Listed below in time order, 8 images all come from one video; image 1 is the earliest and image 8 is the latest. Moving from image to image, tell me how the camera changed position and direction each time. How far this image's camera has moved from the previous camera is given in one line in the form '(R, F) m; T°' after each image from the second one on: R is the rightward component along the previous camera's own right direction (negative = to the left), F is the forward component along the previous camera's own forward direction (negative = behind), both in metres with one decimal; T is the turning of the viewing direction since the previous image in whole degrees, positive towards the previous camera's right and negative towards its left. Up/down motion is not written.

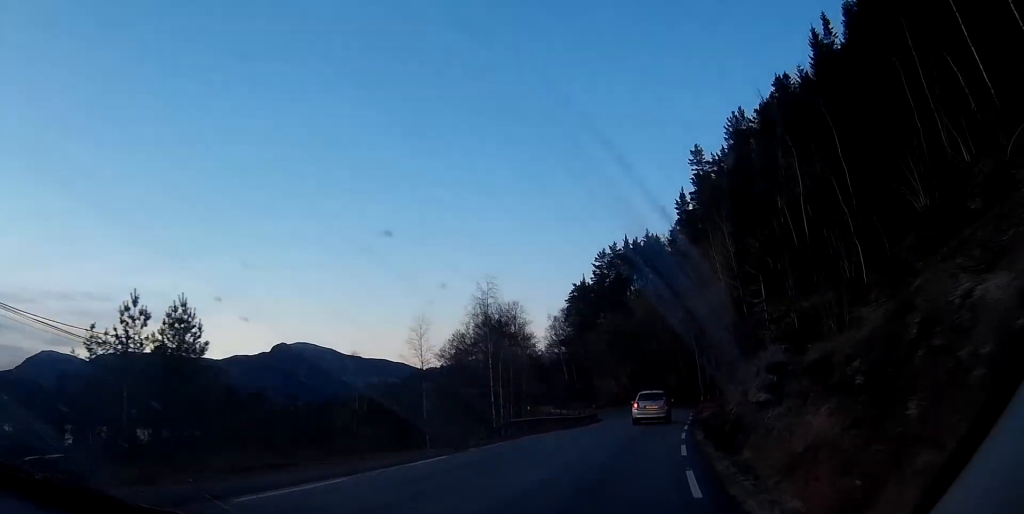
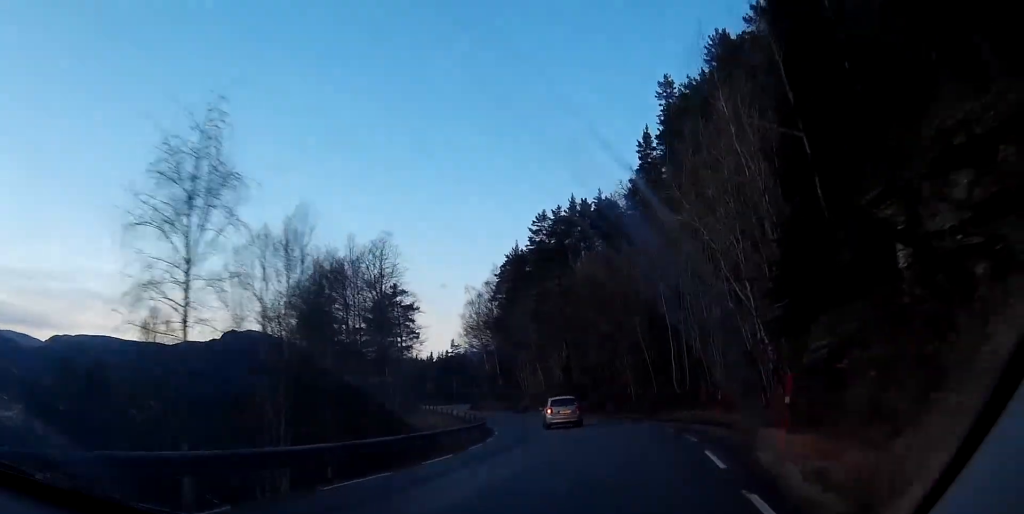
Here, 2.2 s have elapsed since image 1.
(+0.9, +33.9) m; +2°
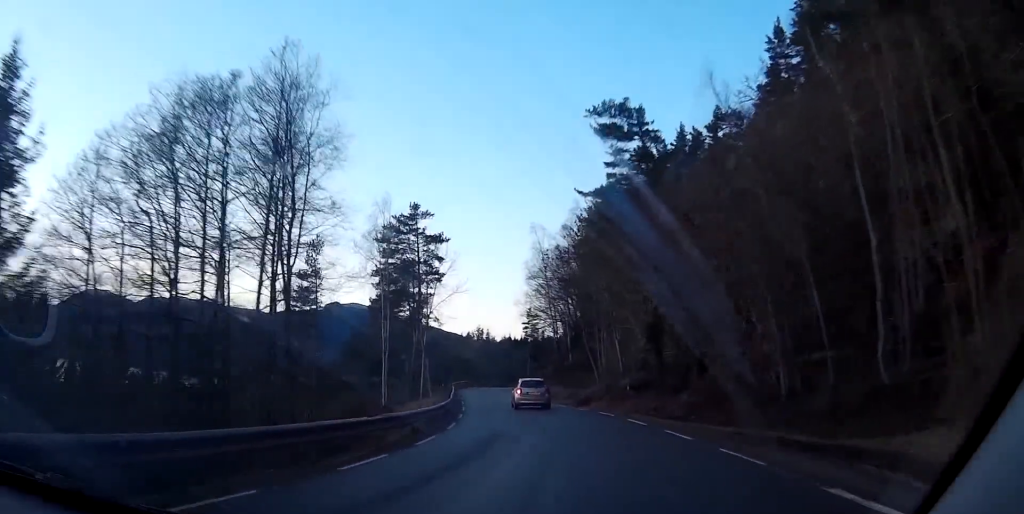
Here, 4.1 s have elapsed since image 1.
(-1.0, +31.0) m; -11°
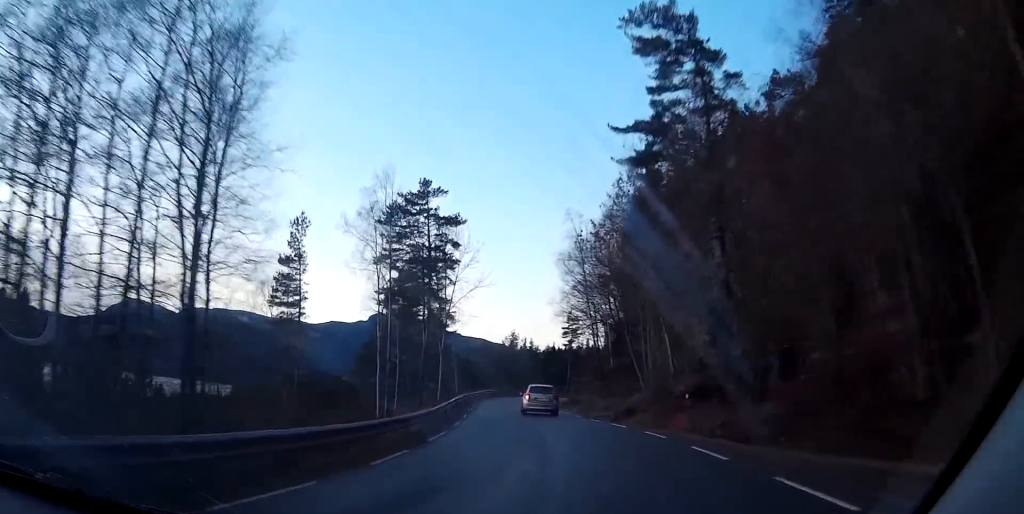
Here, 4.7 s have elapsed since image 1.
(-0.2, +10.3) m; -8°
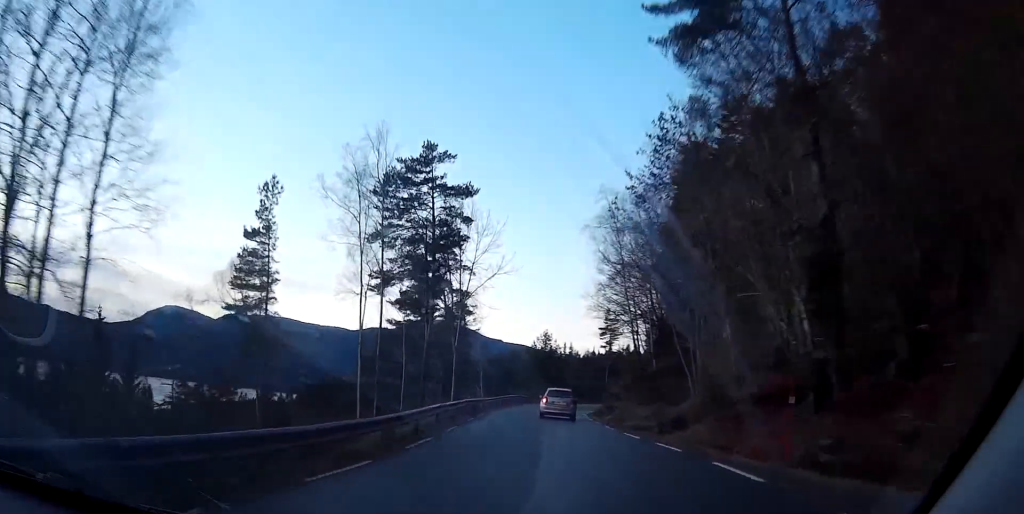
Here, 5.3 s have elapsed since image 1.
(-1.4, +9.4) m; +1°
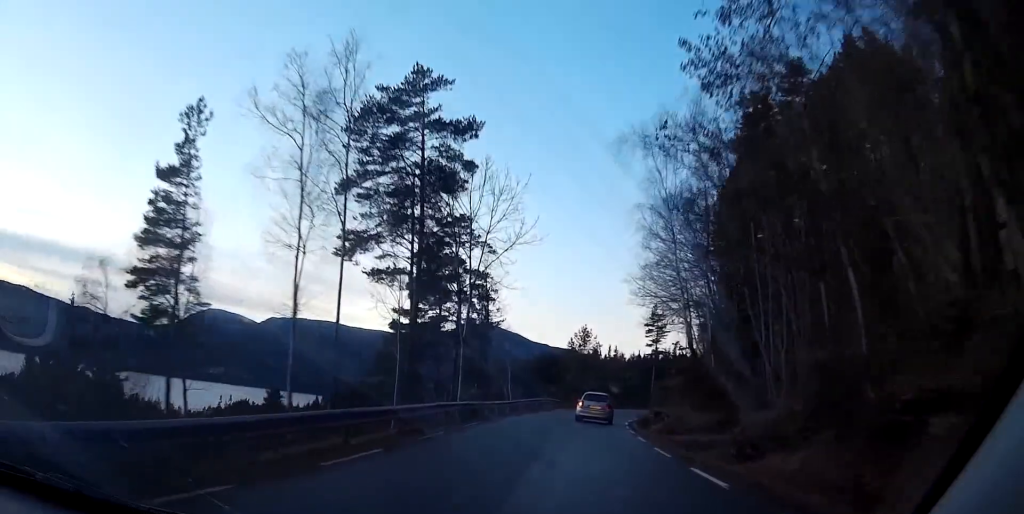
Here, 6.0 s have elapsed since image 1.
(0.0, +11.5) m; +3°
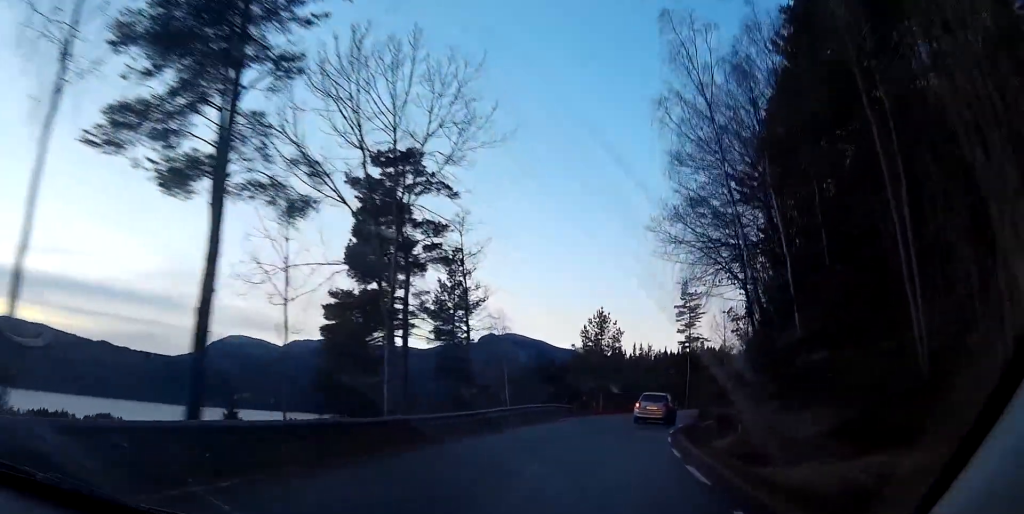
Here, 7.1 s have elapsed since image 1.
(+1.6, +17.9) m; +2°
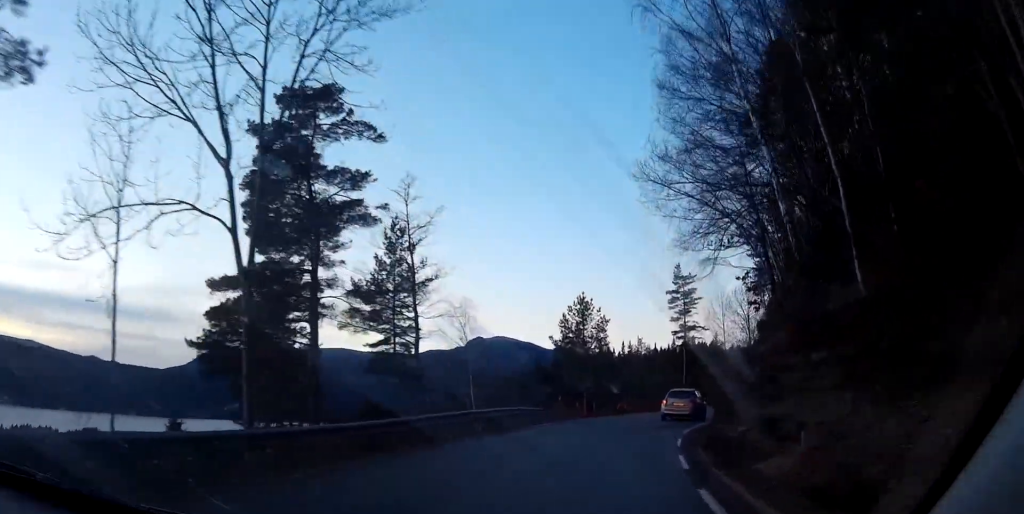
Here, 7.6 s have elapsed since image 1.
(-0.6, +10.1) m; -2°
